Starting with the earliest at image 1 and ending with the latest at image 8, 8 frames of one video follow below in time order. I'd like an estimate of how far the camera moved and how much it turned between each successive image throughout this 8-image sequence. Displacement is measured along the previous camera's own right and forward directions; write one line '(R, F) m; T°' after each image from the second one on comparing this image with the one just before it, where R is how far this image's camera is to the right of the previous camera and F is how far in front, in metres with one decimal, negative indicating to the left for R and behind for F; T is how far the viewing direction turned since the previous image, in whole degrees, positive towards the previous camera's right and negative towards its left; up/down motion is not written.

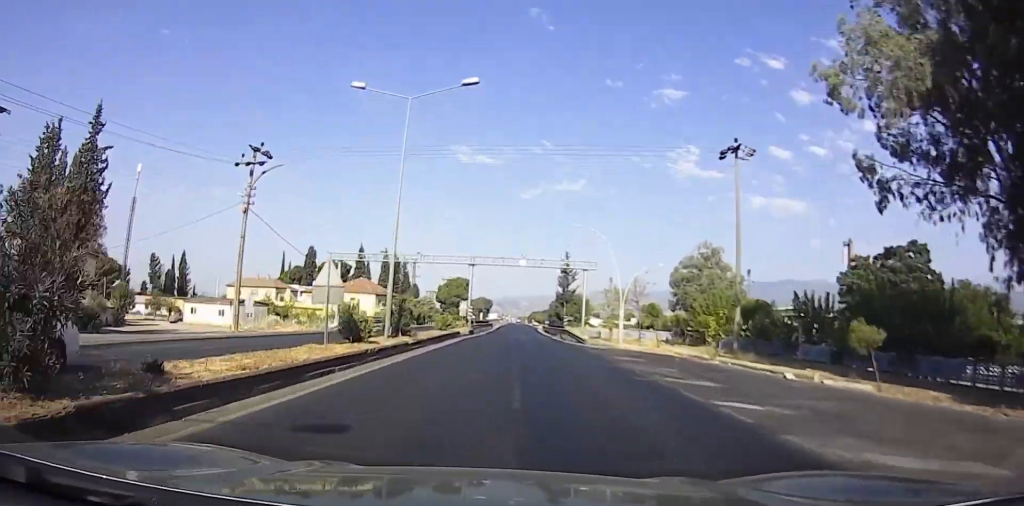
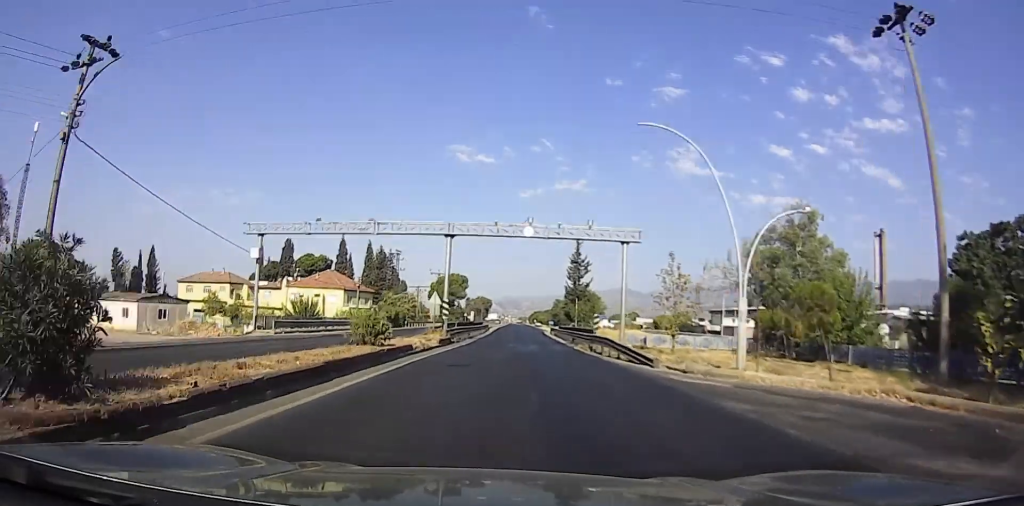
(-0.2, +18.1) m; -1°
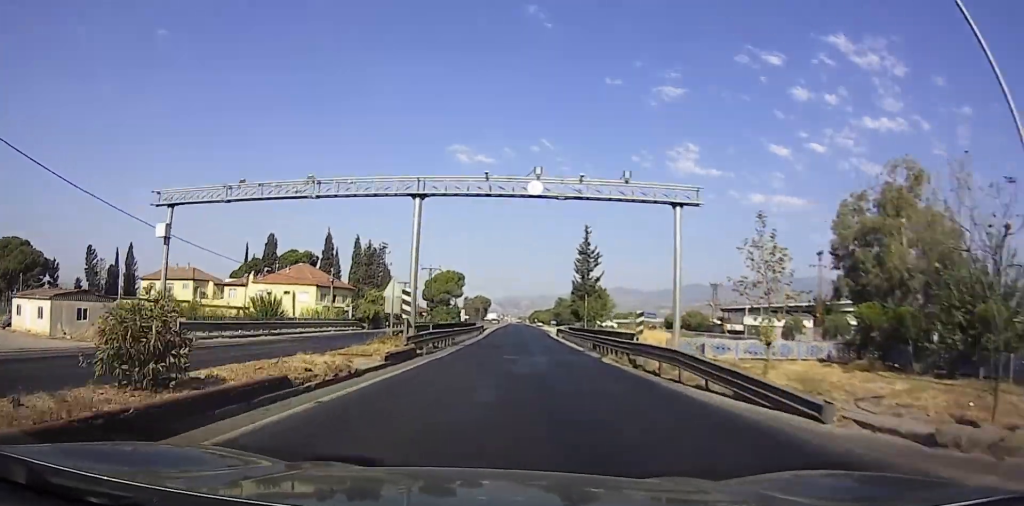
(-0.1, +11.1) m; 0°
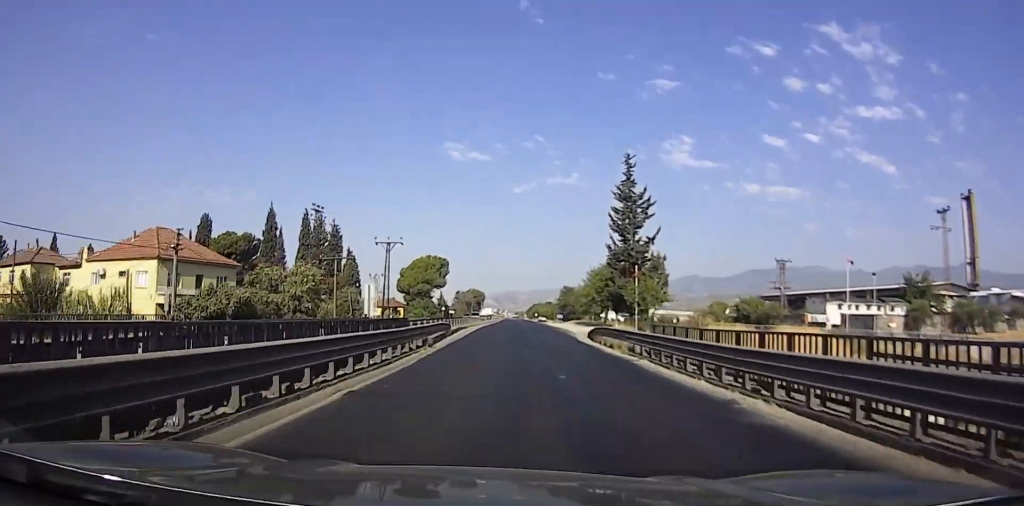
(+0.1, +31.0) m; +1°
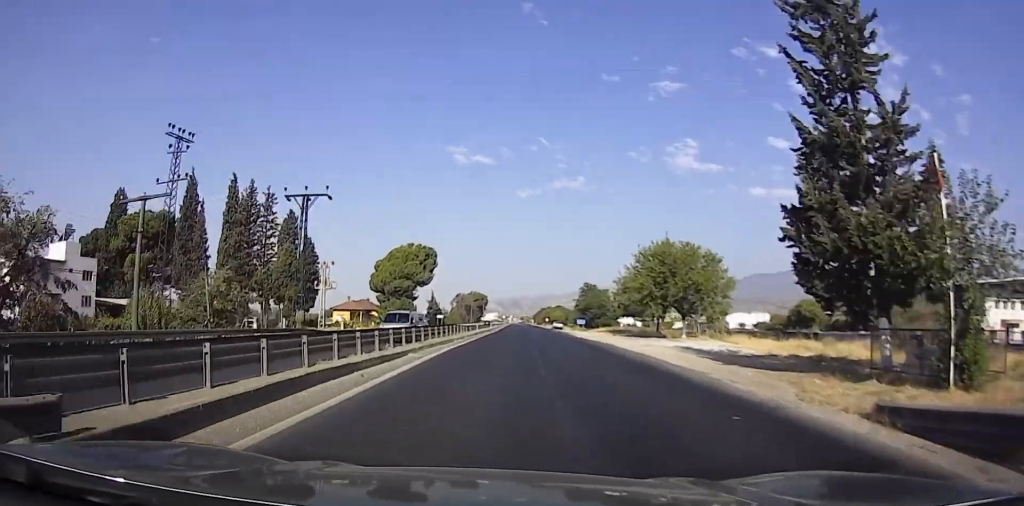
(0.0, +29.8) m; 0°
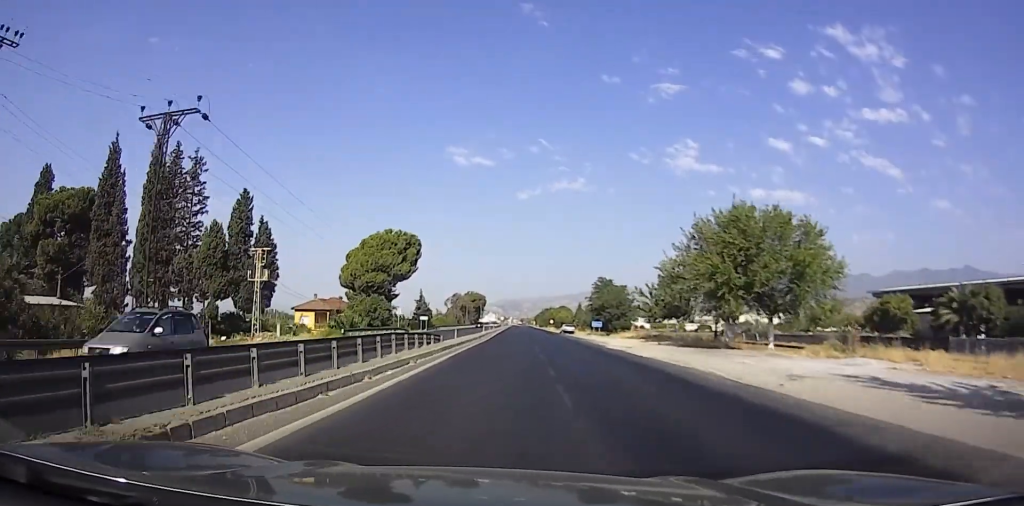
(0.0, +17.8) m; 0°
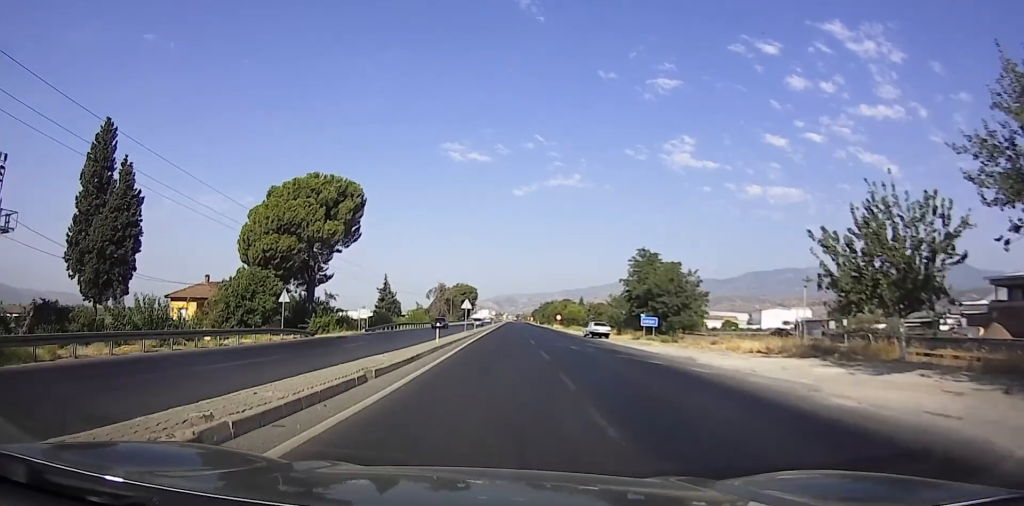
(0.0, +32.0) m; 0°
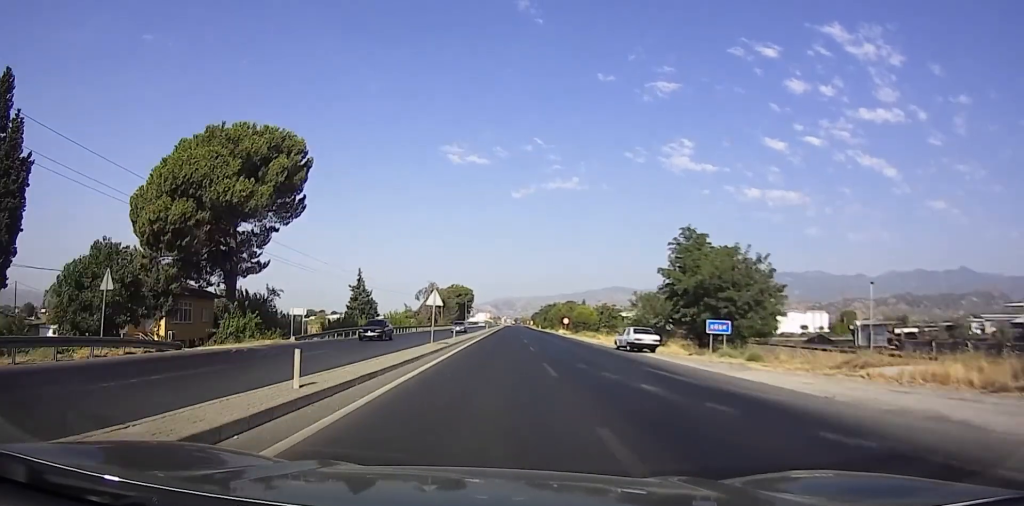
(0.0, +16.0) m; 0°
